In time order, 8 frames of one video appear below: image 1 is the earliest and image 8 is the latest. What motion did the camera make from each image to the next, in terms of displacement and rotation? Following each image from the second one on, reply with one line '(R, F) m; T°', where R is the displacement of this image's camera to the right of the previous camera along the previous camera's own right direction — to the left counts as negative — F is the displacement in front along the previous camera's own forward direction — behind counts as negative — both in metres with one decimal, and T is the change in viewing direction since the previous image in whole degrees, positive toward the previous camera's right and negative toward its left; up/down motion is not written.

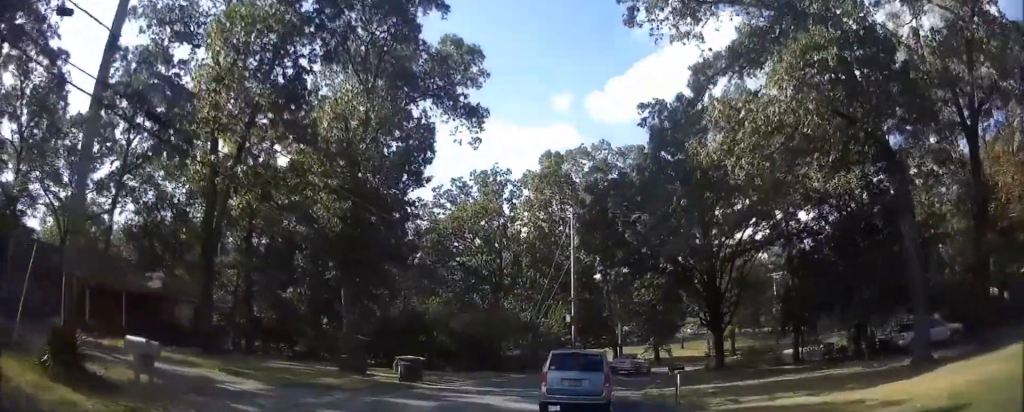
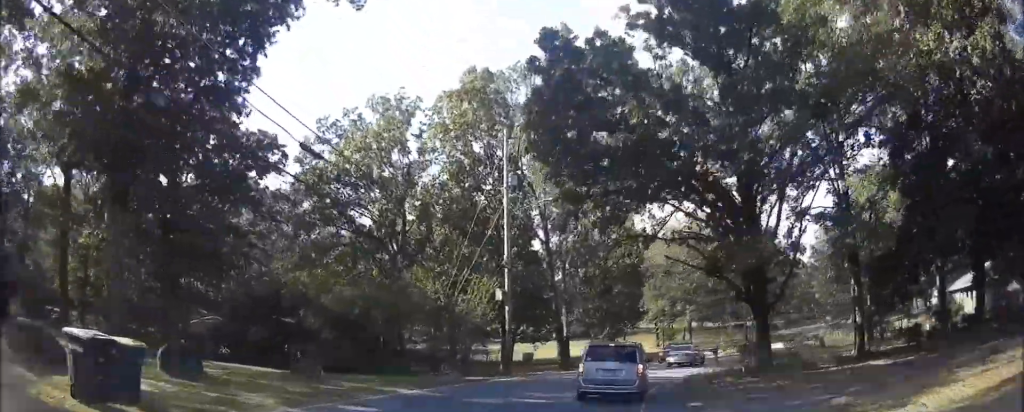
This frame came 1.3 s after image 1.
(+1.6, +16.9) m; +6°
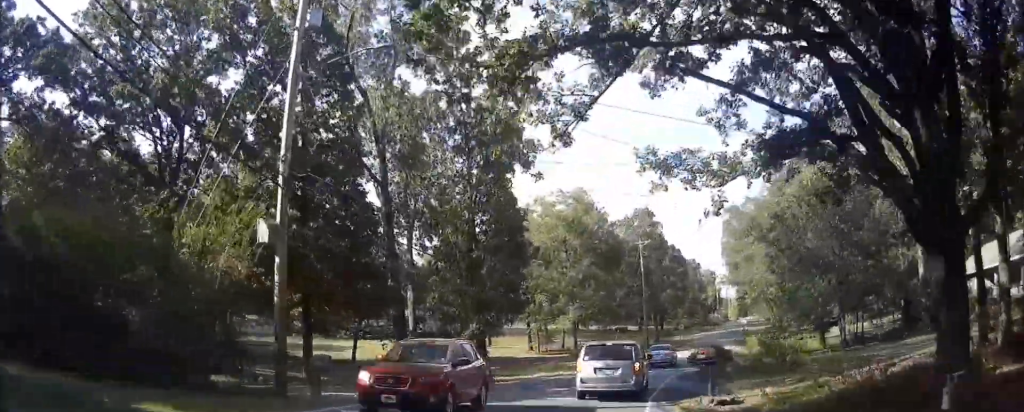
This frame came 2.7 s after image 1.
(0.0, +16.7) m; 0°
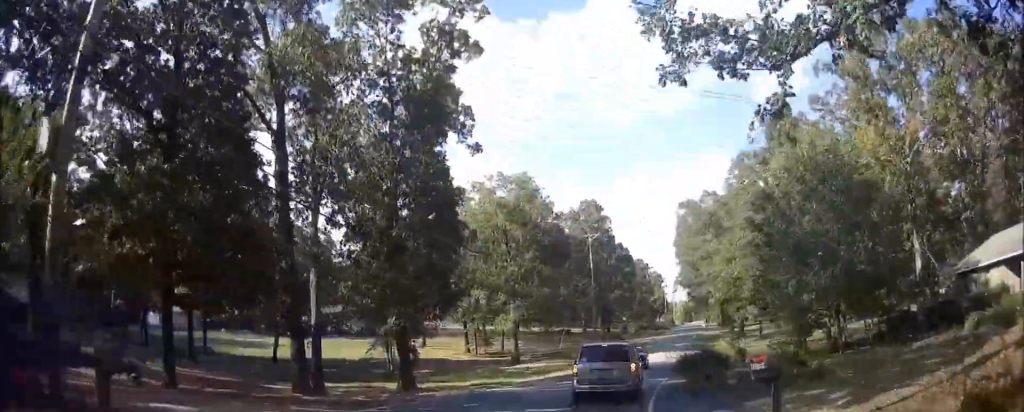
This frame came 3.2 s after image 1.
(0.0, +7.1) m; 0°
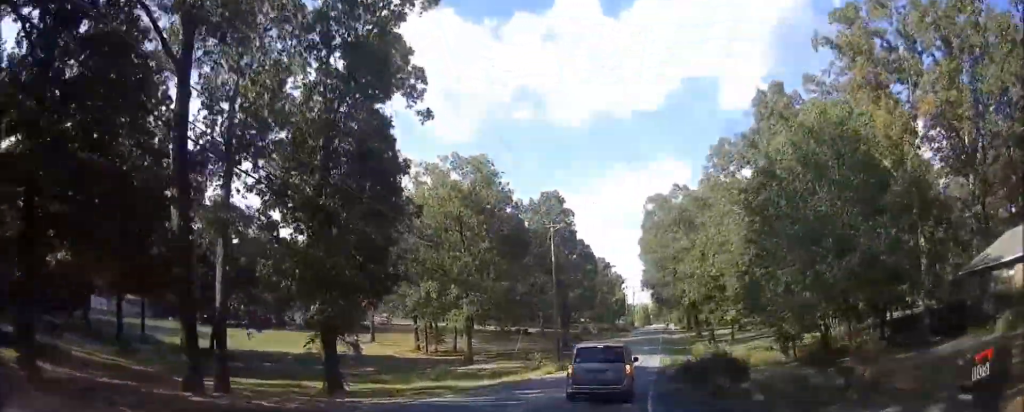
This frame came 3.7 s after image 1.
(0.0, +5.4) m; +1°
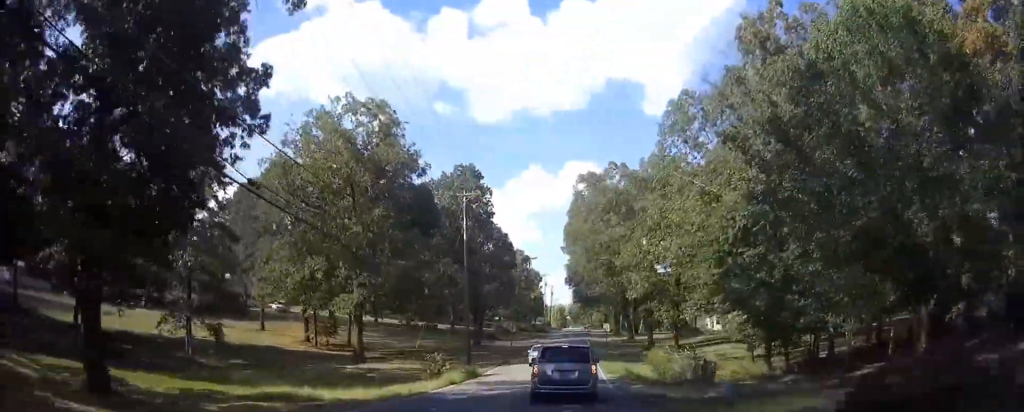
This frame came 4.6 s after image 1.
(-0.1, +11.3) m; +11°
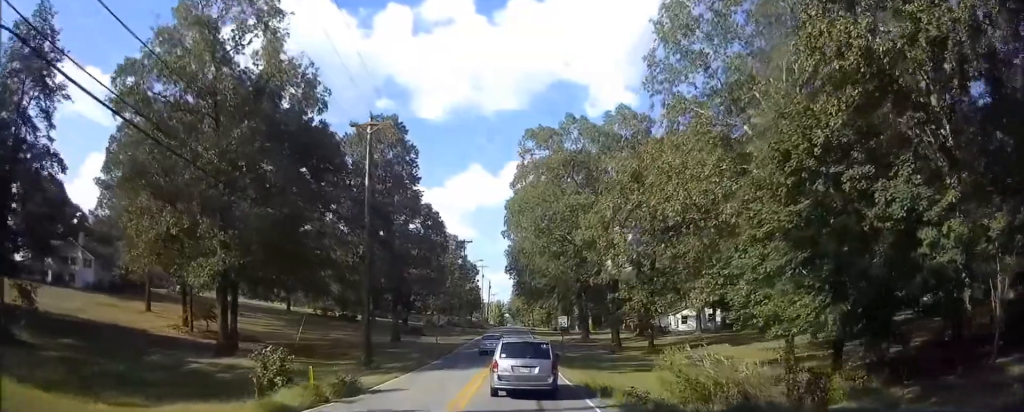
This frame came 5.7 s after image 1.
(+2.9, +14.5) m; +12°
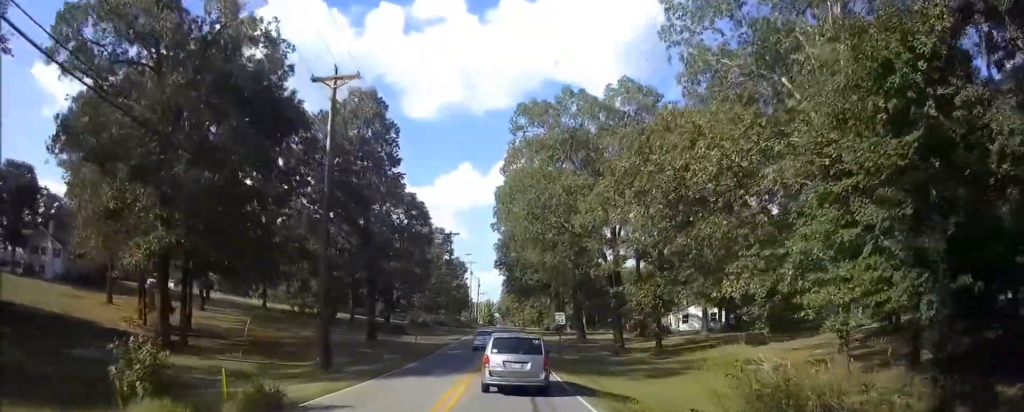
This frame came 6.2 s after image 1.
(0.0, +6.0) m; 0°
